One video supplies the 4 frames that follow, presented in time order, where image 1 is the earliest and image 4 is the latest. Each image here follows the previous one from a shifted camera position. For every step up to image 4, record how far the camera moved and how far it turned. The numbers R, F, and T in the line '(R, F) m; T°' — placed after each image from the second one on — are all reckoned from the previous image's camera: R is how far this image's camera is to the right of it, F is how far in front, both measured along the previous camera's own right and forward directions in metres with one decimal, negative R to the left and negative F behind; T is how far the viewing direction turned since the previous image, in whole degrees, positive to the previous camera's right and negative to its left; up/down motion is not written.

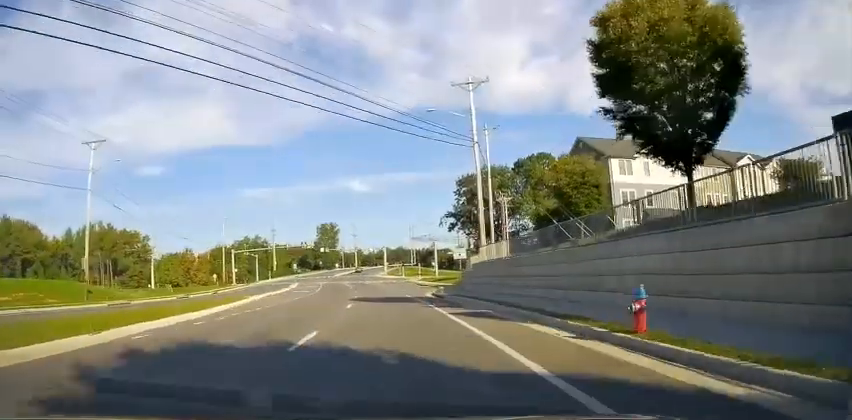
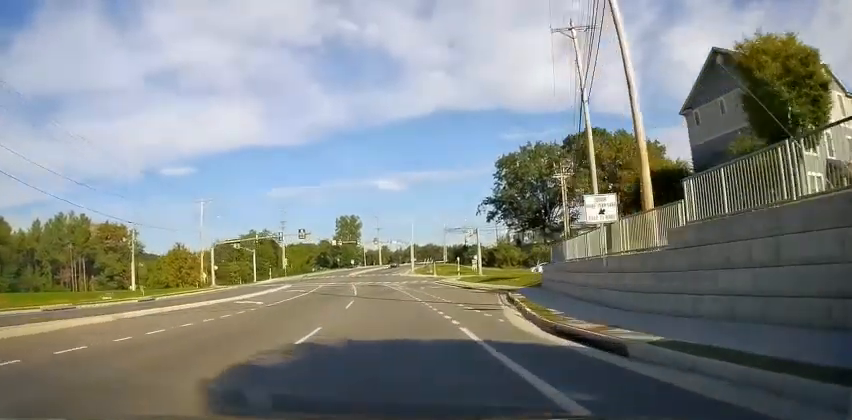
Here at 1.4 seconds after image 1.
(-1.0, +22.9) m; -3°
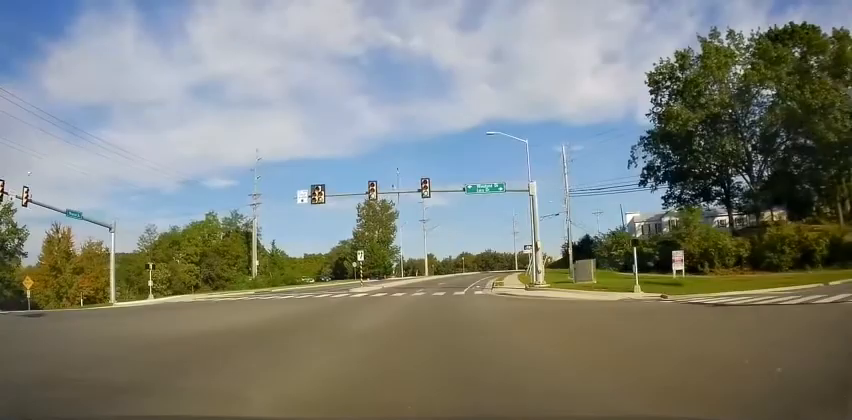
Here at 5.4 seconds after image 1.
(-4.6, +64.2) m; -7°
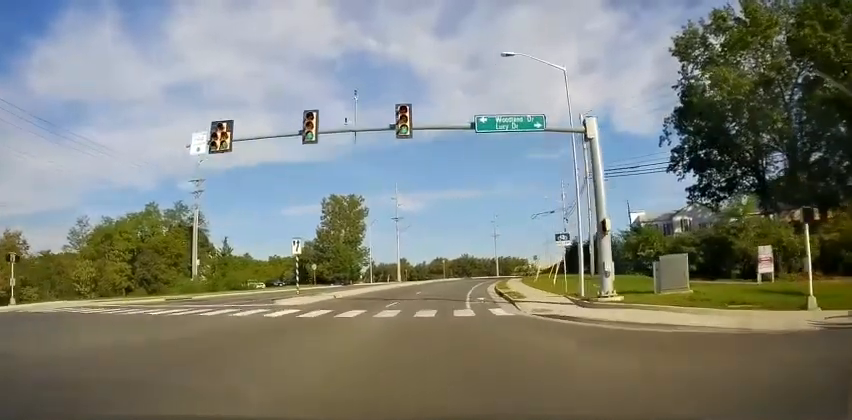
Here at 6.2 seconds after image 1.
(-0.1, +14.2) m; +1°
